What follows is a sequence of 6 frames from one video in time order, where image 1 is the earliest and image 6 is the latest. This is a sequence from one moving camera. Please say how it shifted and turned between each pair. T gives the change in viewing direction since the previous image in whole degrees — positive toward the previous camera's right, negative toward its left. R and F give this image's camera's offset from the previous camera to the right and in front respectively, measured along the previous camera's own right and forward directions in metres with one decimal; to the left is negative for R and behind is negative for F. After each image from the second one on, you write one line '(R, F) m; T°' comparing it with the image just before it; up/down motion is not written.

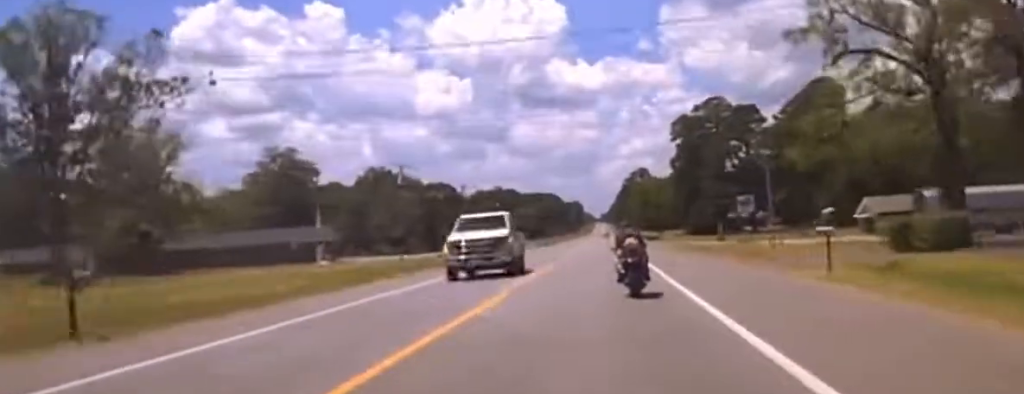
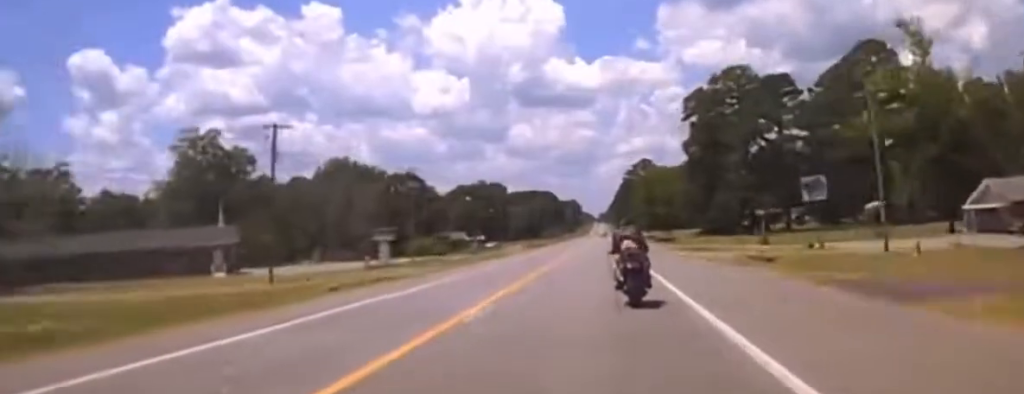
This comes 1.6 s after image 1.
(-0.2, +38.5) m; 0°
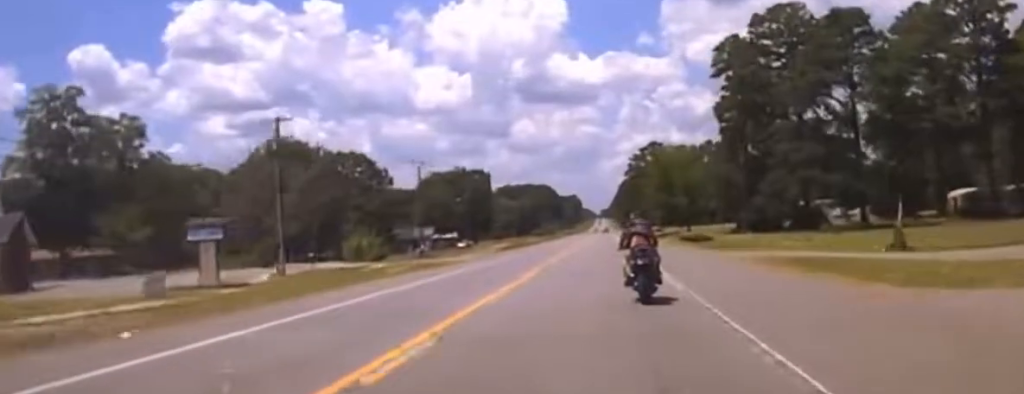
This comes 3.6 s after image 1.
(+0.6, +47.3) m; 0°
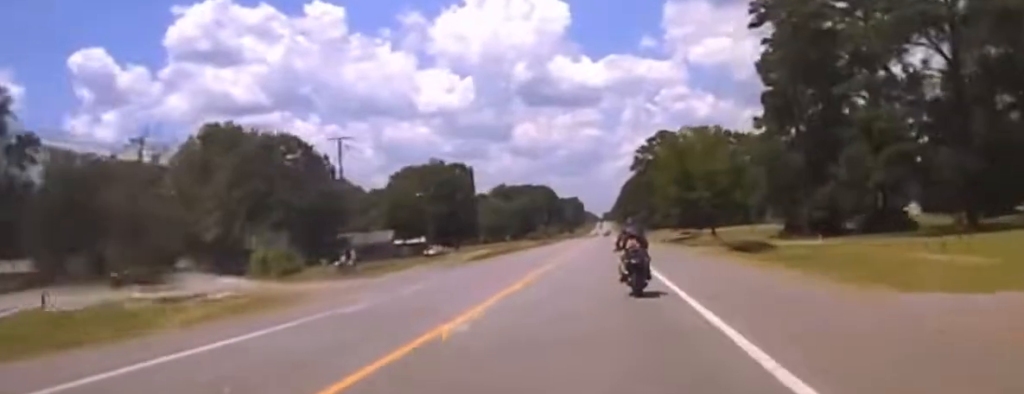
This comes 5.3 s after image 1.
(-0.1, +33.5) m; 0°
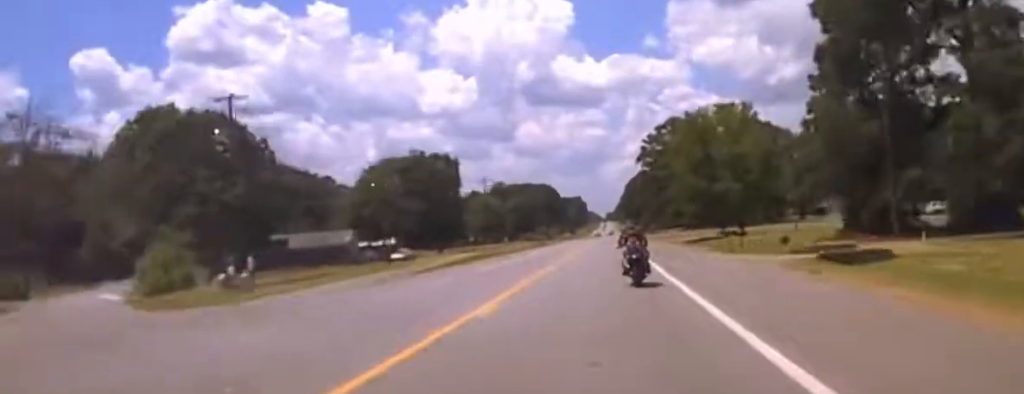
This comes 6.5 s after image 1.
(0.0, +20.9) m; 0°
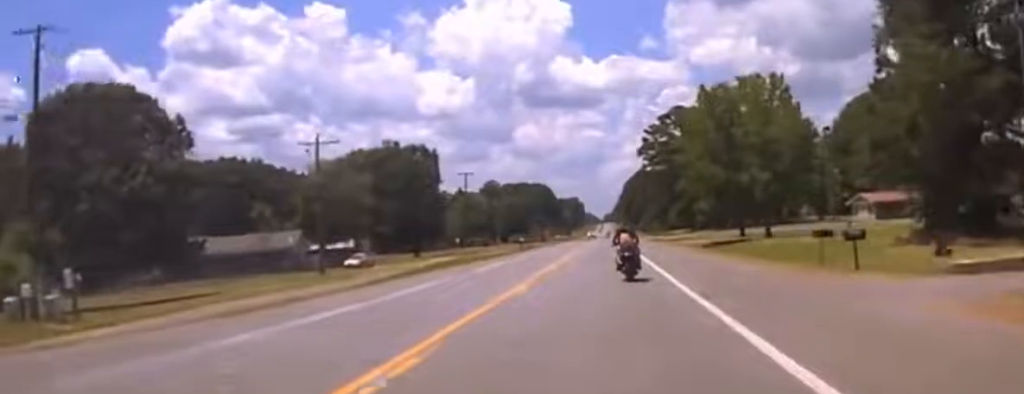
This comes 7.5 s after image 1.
(-0.1, +17.0) m; 0°
